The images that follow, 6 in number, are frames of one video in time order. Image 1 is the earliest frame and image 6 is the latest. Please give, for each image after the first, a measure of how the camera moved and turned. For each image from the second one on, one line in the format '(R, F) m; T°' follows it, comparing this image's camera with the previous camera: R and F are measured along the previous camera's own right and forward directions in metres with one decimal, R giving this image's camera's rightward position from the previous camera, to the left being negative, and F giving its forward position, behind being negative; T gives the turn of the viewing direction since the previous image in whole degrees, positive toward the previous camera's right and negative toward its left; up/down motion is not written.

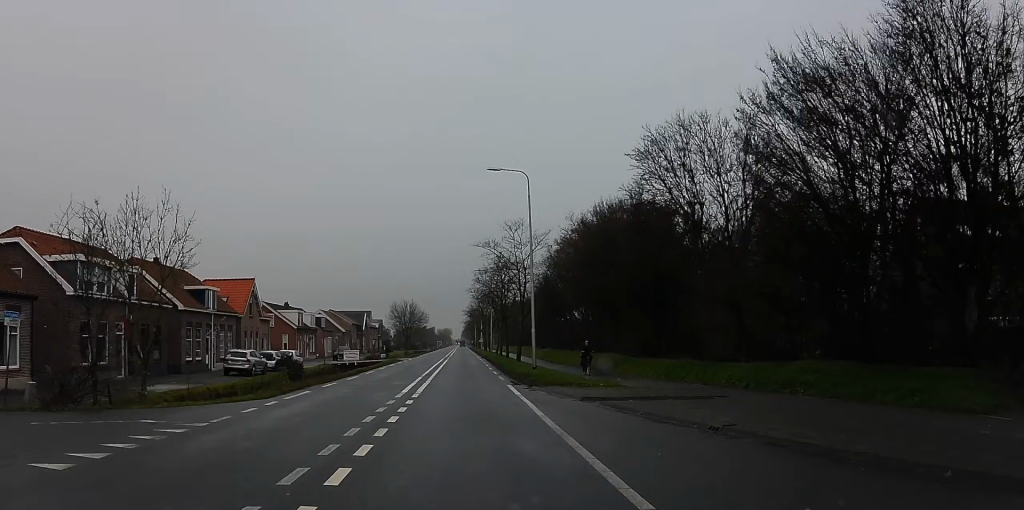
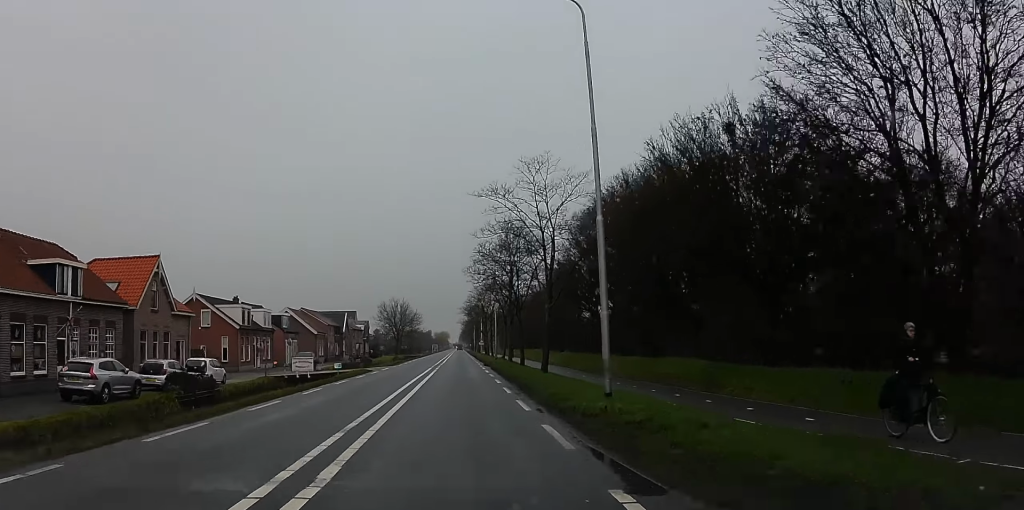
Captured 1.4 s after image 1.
(+0.1, +19.7) m; -5°
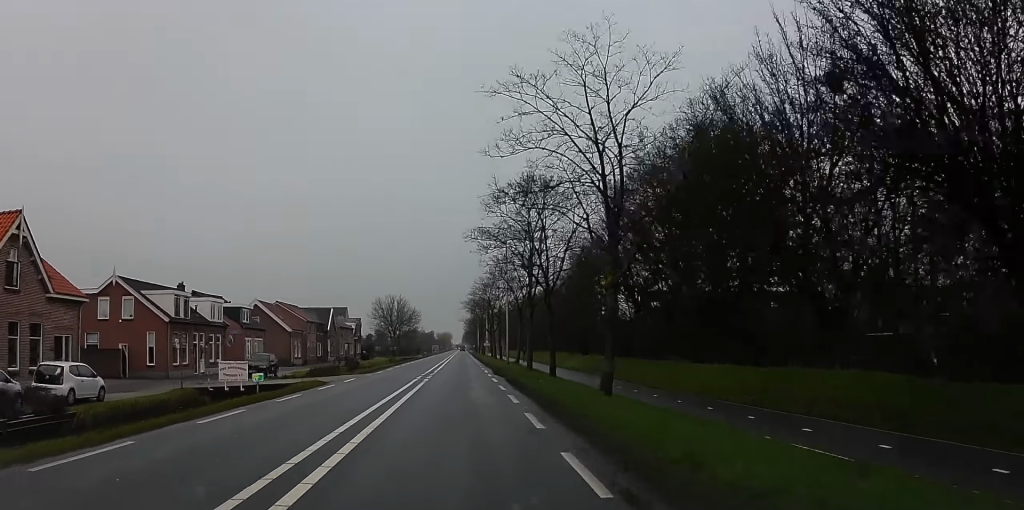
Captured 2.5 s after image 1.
(-1.1, +15.4) m; +1°
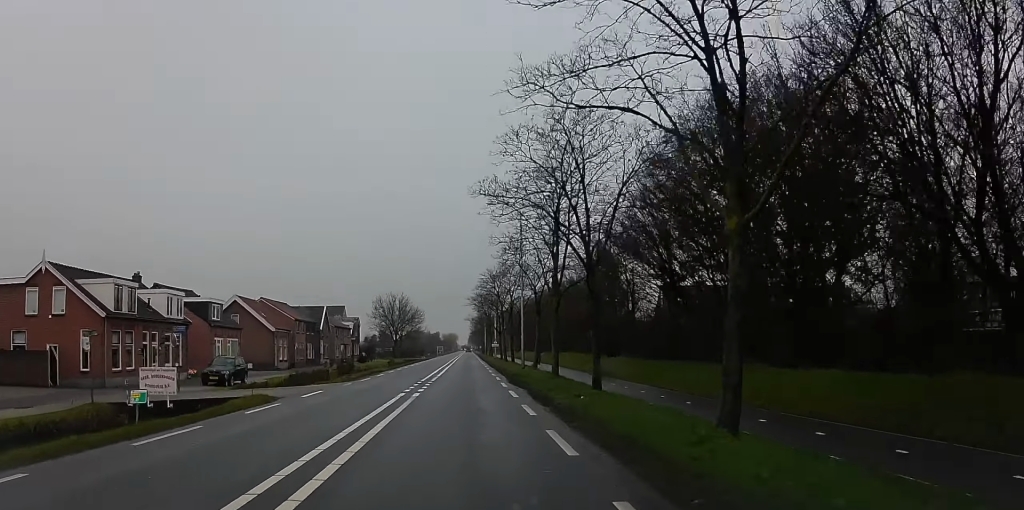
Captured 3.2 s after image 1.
(+0.9, +9.3) m; +4°
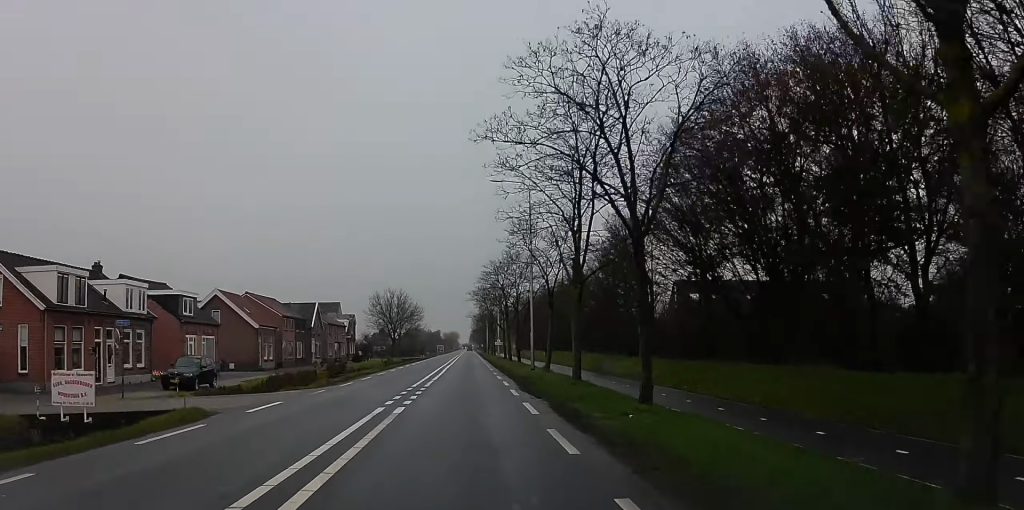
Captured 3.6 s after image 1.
(+0.2, +5.9) m; +2°
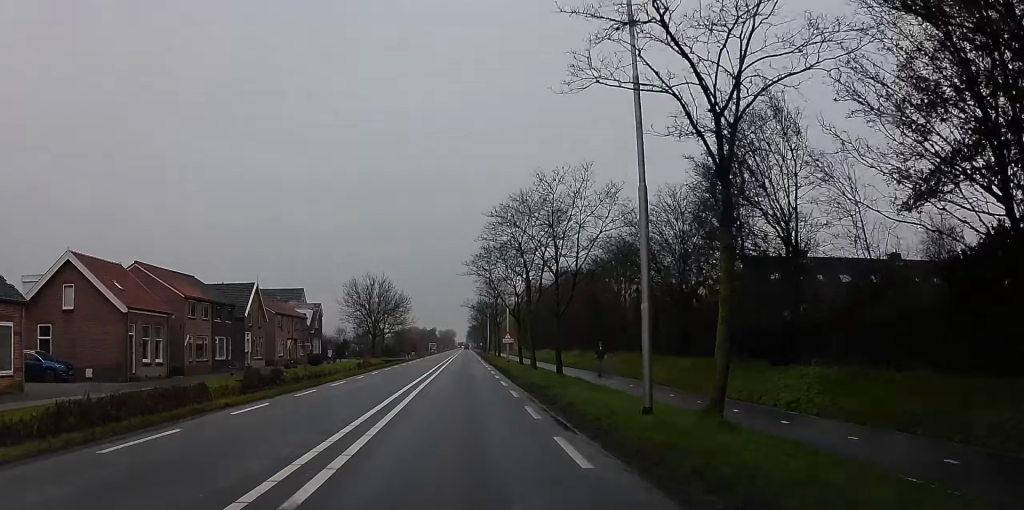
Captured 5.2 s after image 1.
(+0.2, +24.9) m; +1°
